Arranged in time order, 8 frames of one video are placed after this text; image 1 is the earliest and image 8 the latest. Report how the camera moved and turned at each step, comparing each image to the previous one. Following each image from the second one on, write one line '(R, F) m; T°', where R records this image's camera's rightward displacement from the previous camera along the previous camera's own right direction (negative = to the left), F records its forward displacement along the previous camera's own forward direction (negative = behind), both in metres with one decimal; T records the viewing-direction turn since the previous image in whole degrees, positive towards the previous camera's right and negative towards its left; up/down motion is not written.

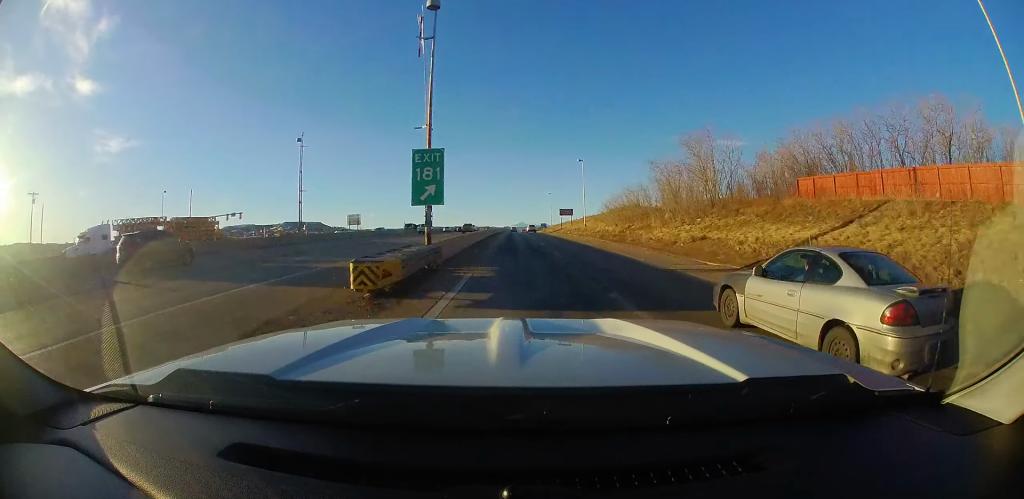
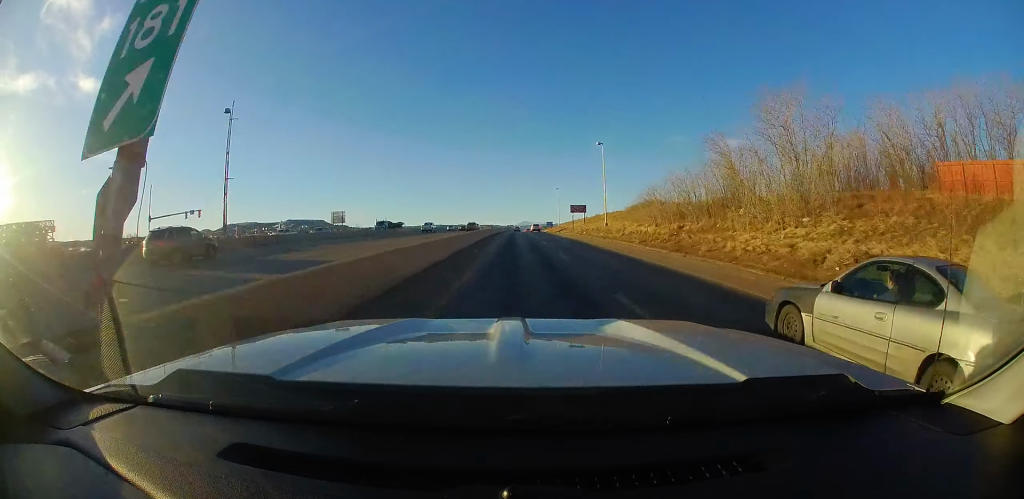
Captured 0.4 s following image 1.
(-0.1, +12.8) m; 0°
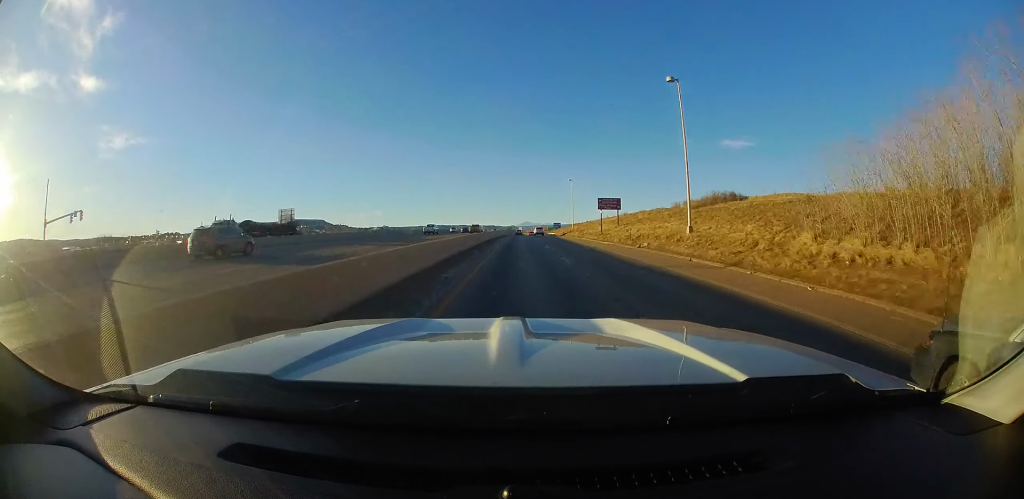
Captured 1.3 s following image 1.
(-0.1, +25.2) m; 0°
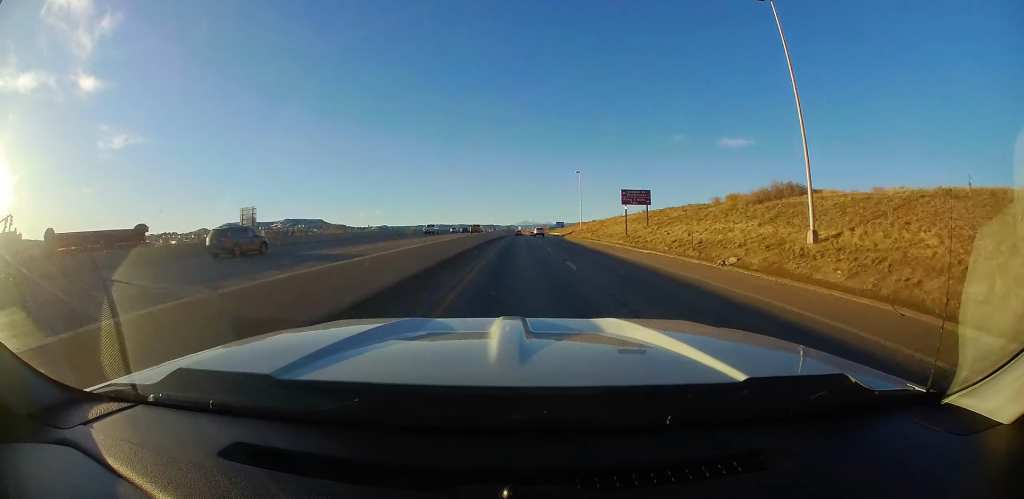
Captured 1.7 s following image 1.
(0.0, +12.4) m; 0°
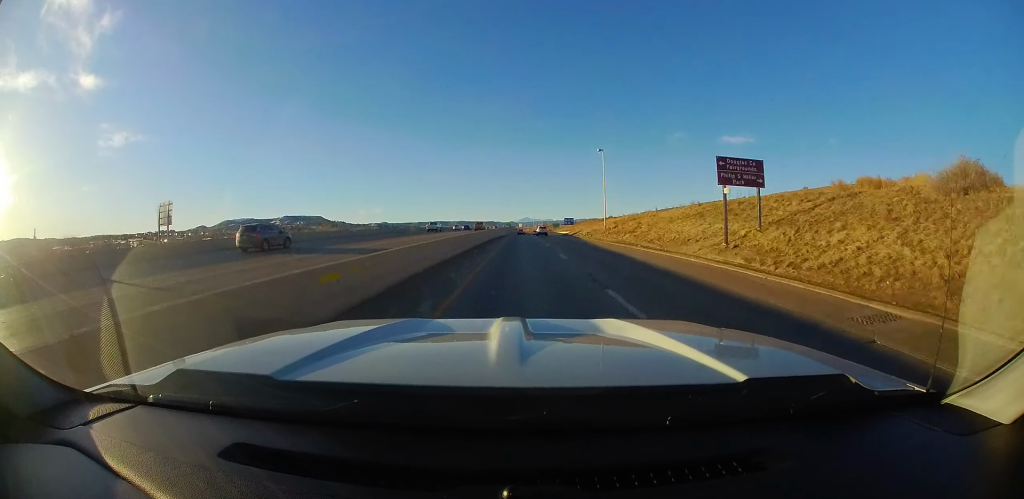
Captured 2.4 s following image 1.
(-0.1, +19.6) m; 0°
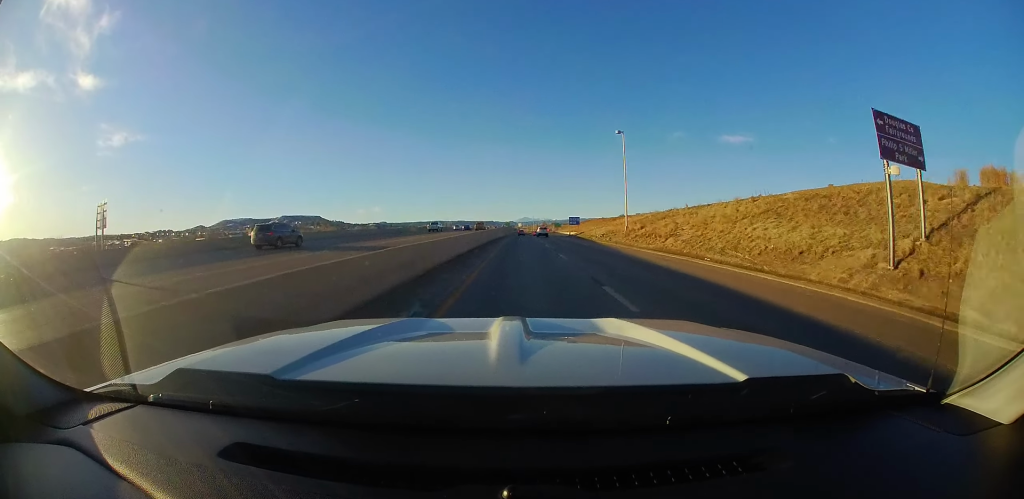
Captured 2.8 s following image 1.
(-0.1, +11.1) m; 0°
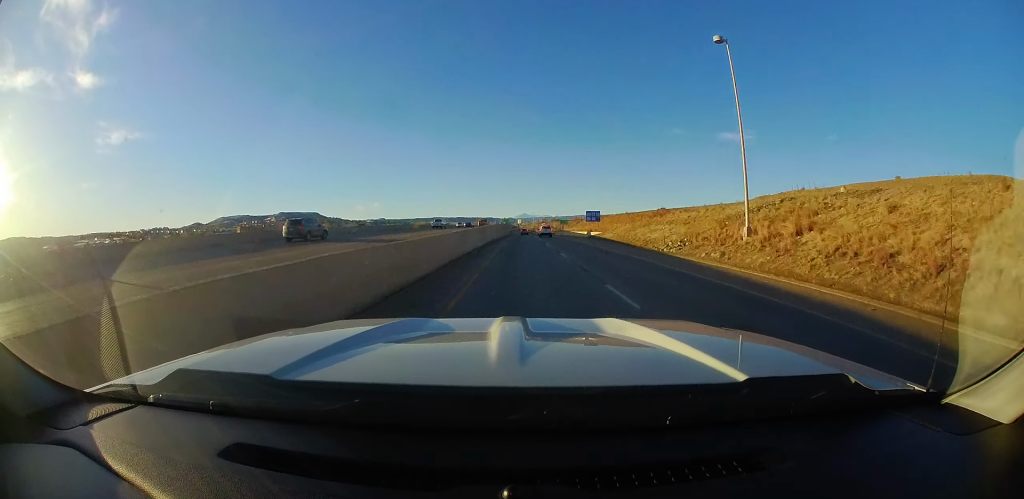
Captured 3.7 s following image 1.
(+0.2, +24.4) m; +1°
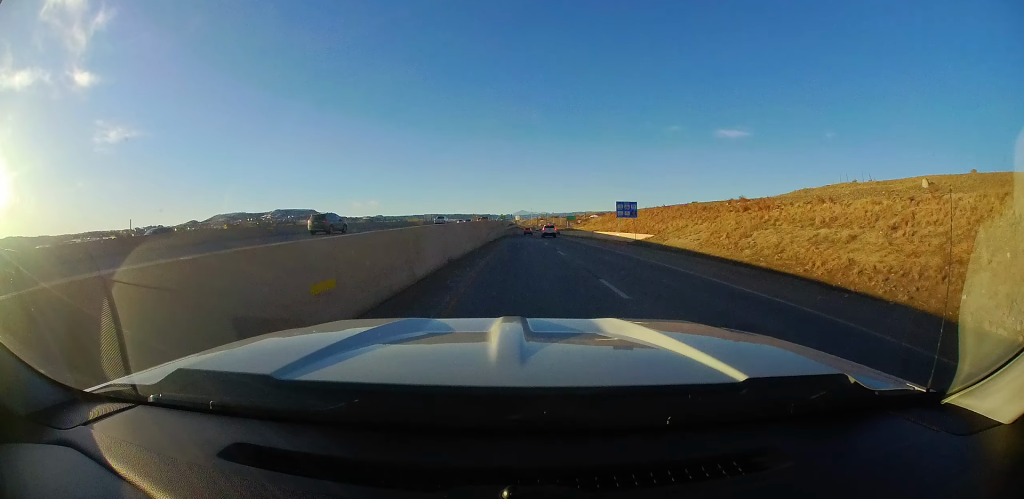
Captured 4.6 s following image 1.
(+0.1, +21.9) m; 0°
